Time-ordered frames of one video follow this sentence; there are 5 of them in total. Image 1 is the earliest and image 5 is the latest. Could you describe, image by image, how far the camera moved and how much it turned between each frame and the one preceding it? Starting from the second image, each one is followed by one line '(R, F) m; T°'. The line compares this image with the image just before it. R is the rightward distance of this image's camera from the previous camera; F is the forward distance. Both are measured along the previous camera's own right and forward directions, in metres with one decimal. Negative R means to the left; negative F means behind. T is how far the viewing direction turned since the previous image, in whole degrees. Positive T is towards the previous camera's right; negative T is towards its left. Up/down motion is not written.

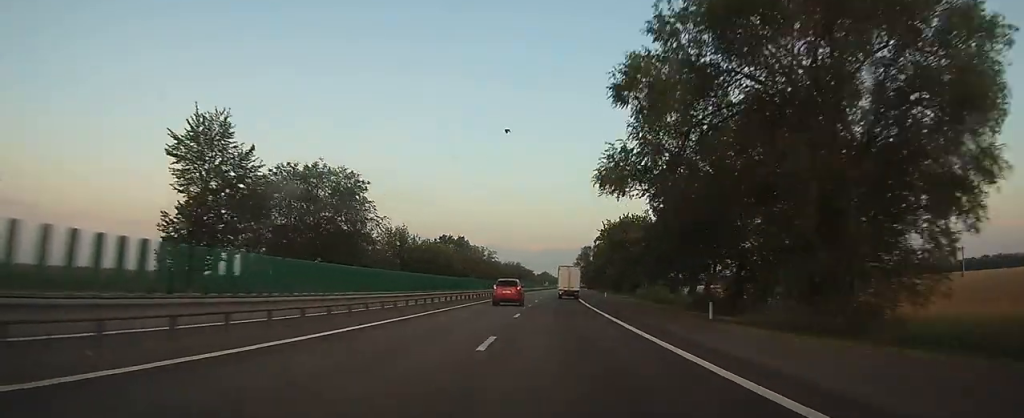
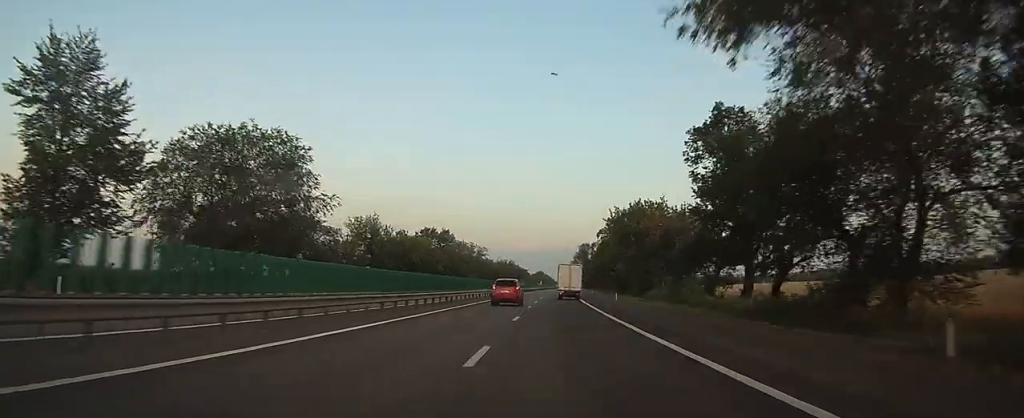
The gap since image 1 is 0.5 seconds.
(0.0, +14.3) m; +1°
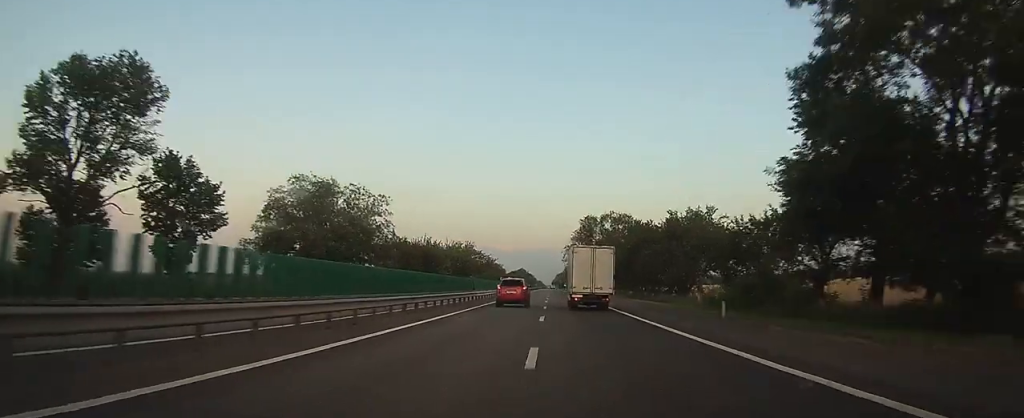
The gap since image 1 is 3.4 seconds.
(+1.8, +83.8) m; +2°
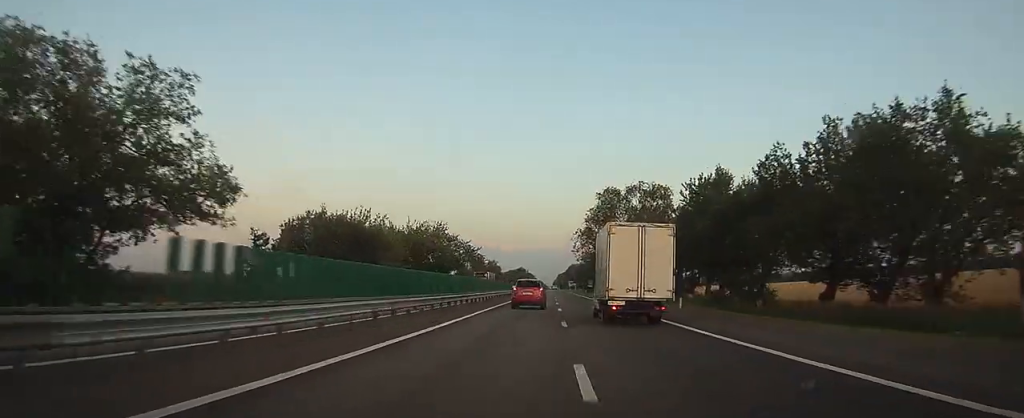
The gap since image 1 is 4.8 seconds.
(+0.2, +38.1) m; 0°
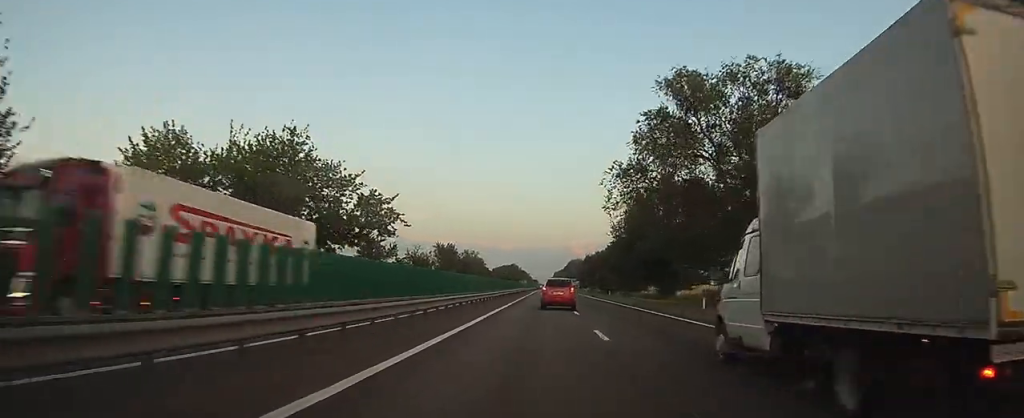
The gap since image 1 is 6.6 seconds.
(+0.2, +52.4) m; 0°
